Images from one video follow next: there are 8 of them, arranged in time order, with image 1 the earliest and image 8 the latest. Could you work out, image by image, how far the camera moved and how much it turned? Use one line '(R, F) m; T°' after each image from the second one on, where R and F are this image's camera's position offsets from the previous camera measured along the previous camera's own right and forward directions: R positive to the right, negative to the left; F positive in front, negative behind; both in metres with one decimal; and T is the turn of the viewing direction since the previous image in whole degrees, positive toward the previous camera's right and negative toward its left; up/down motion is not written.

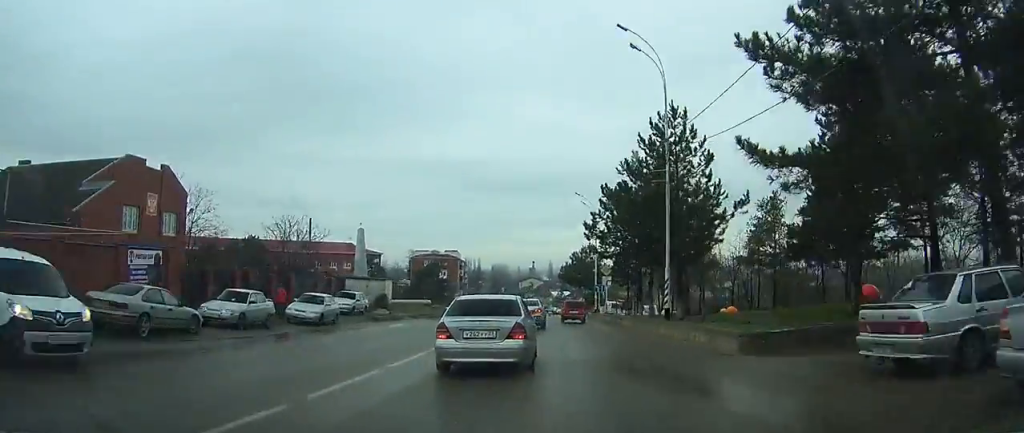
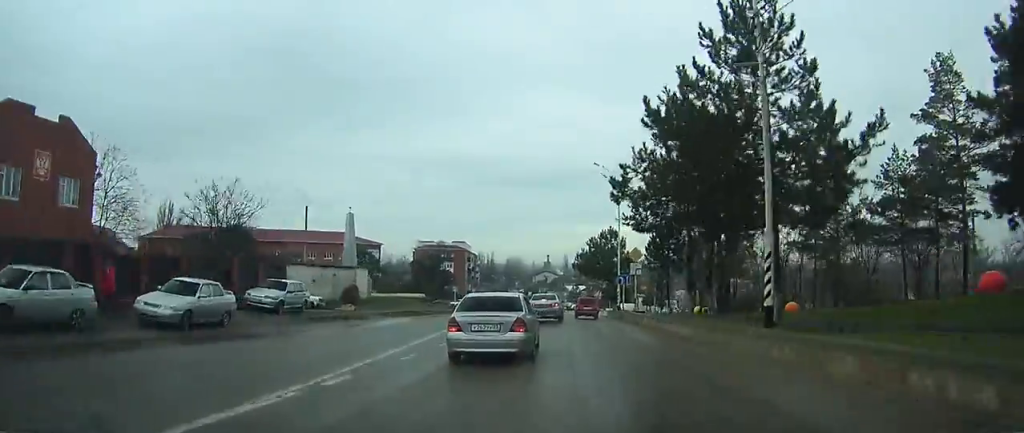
(-0.3, +11.8) m; 0°
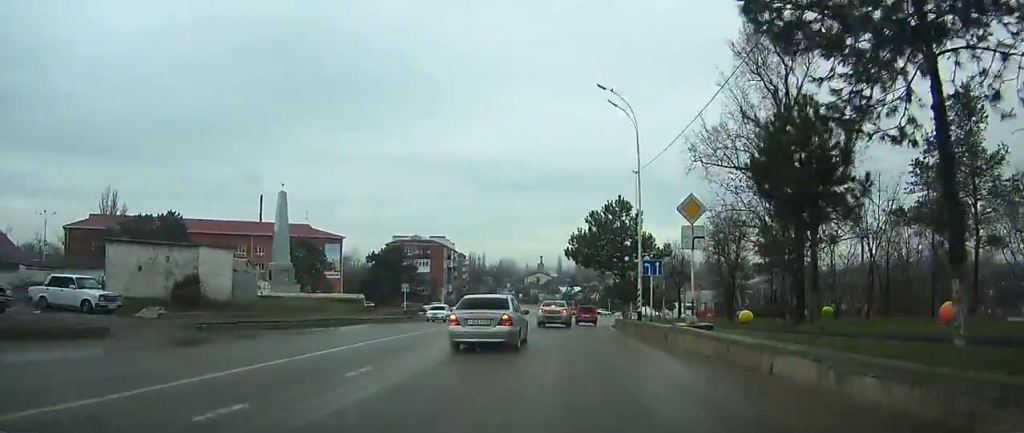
(0.0, +20.1) m; +1°
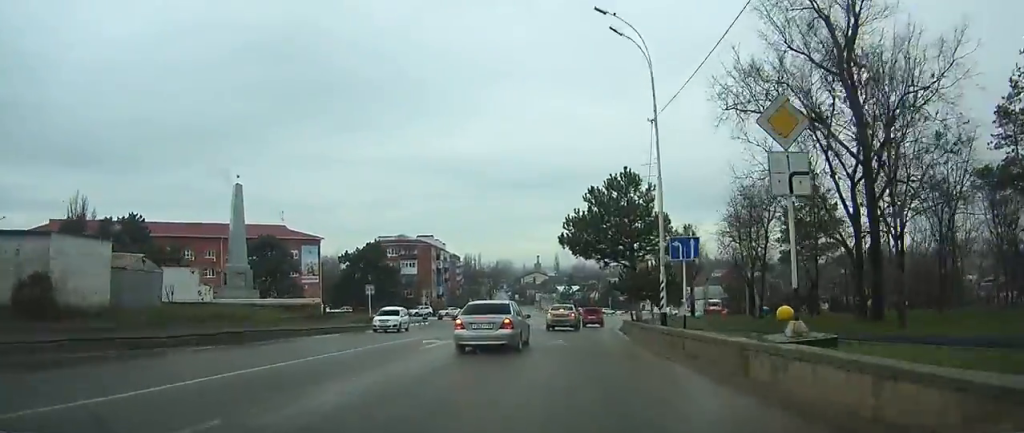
(0.0, +8.8) m; +1°
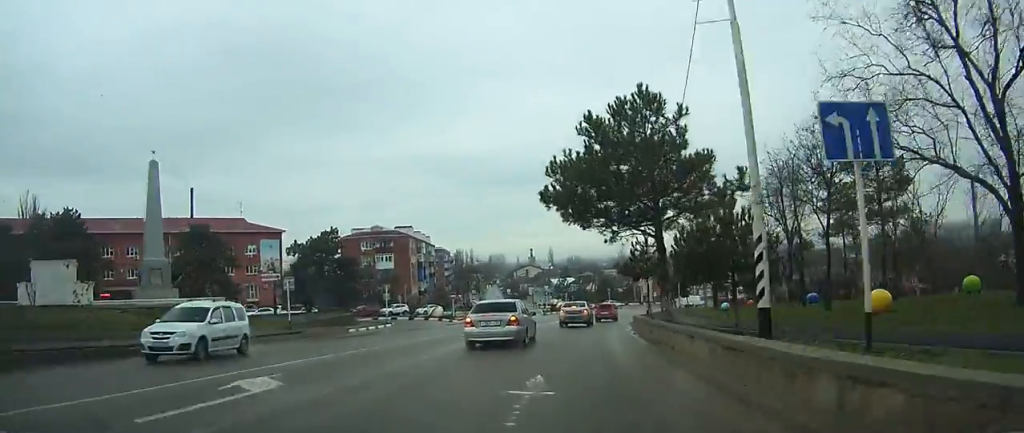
(+0.2, +12.6) m; +1°
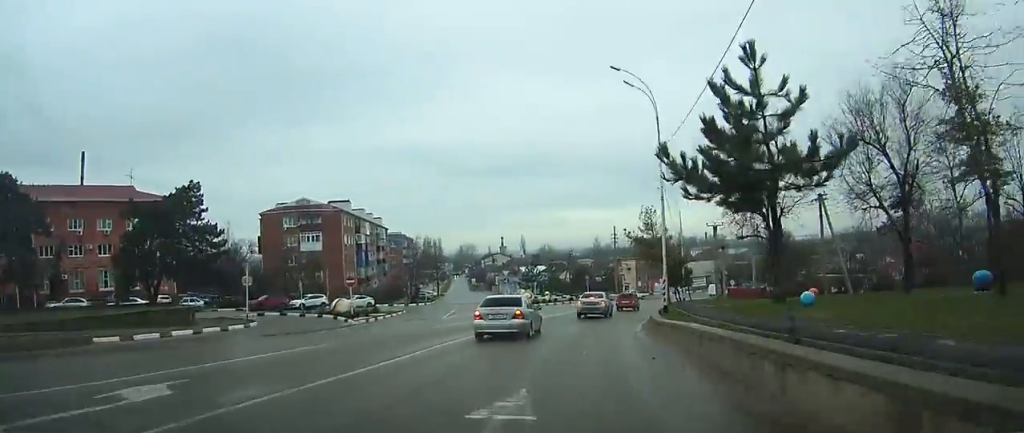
(+0.4, +21.3) m; +3°
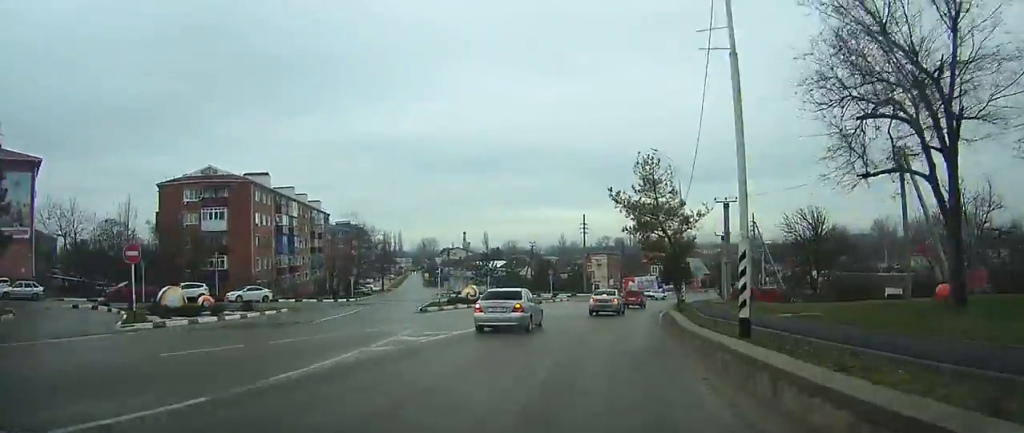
(+0.1, +17.1) m; +3°
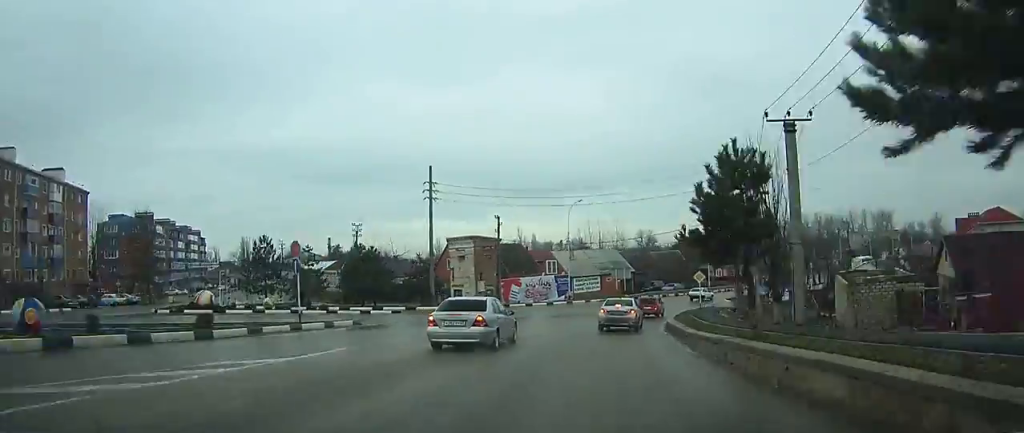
(+4.0, +42.7) m; +12°
